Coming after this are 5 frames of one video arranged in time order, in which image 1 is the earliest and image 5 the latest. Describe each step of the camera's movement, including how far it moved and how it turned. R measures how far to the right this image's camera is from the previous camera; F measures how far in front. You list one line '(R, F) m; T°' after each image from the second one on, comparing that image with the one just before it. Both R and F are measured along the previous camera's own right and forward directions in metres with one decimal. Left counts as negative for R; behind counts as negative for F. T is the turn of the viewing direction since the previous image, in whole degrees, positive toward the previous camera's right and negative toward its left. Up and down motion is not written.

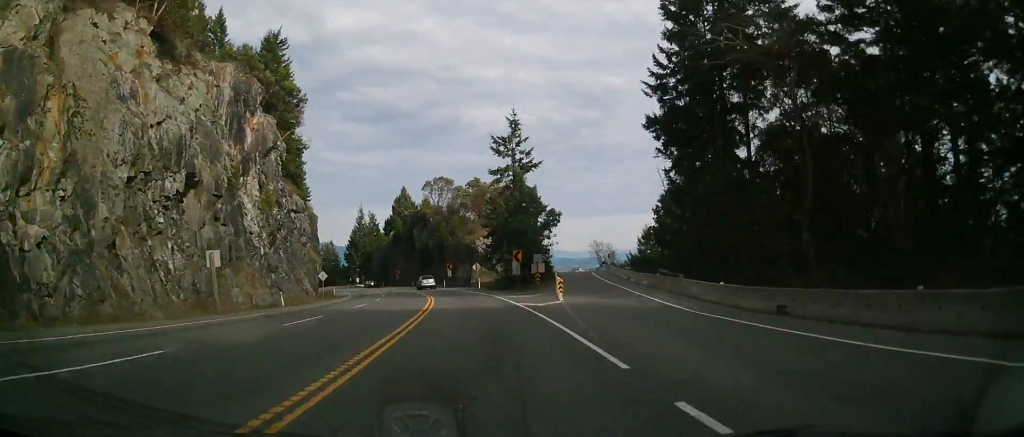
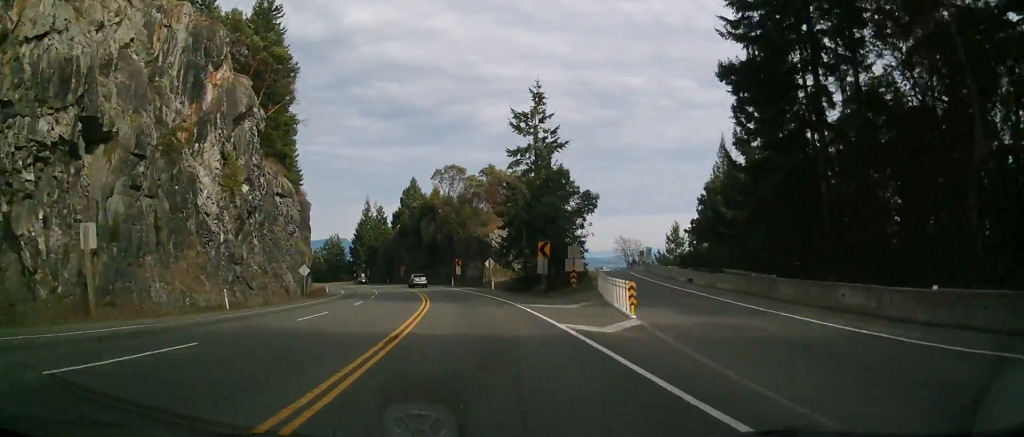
(+0.1, +10.7) m; 0°
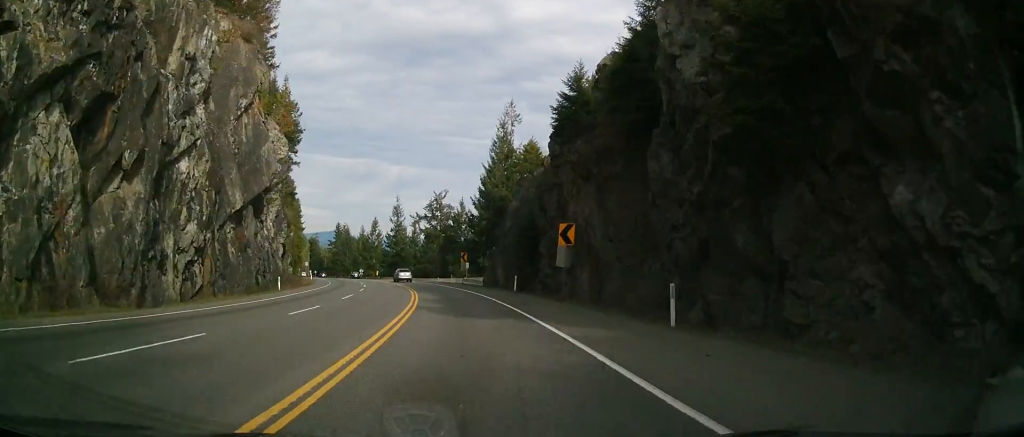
(-8.4, +86.2) m; -11°
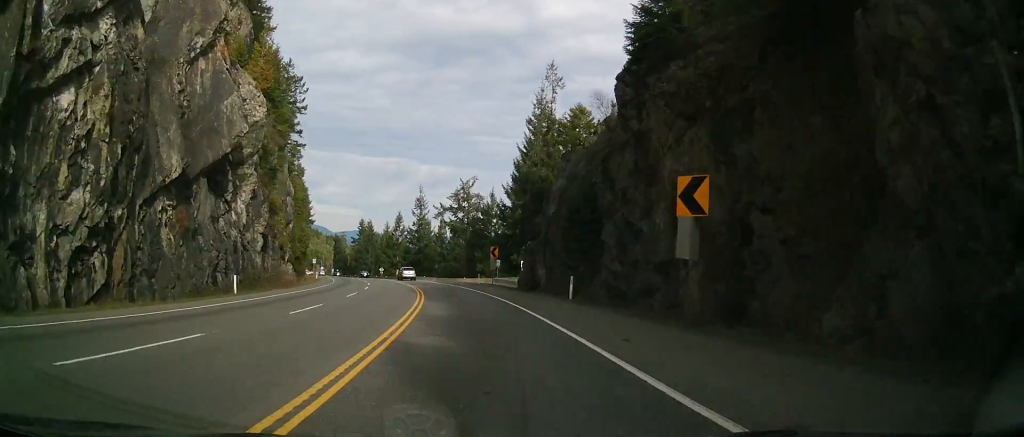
(-0.4, +13.4) m; -3°
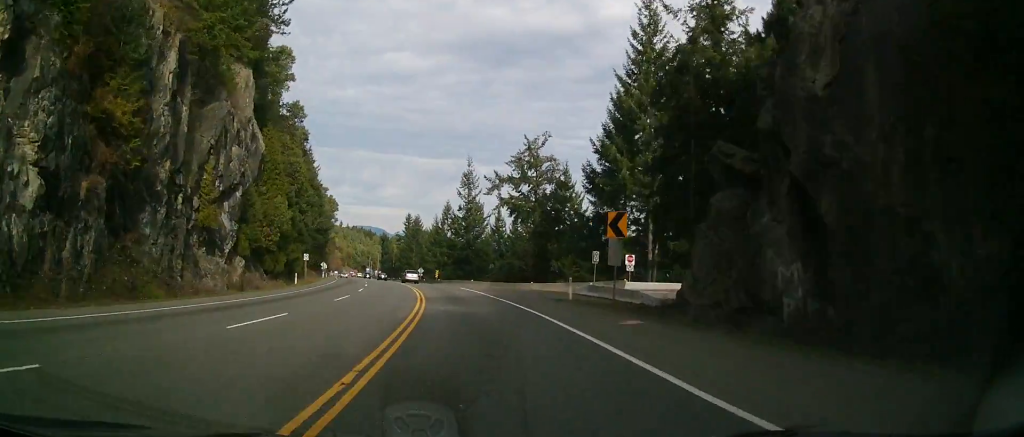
(-1.9, +31.5) m; -7°
